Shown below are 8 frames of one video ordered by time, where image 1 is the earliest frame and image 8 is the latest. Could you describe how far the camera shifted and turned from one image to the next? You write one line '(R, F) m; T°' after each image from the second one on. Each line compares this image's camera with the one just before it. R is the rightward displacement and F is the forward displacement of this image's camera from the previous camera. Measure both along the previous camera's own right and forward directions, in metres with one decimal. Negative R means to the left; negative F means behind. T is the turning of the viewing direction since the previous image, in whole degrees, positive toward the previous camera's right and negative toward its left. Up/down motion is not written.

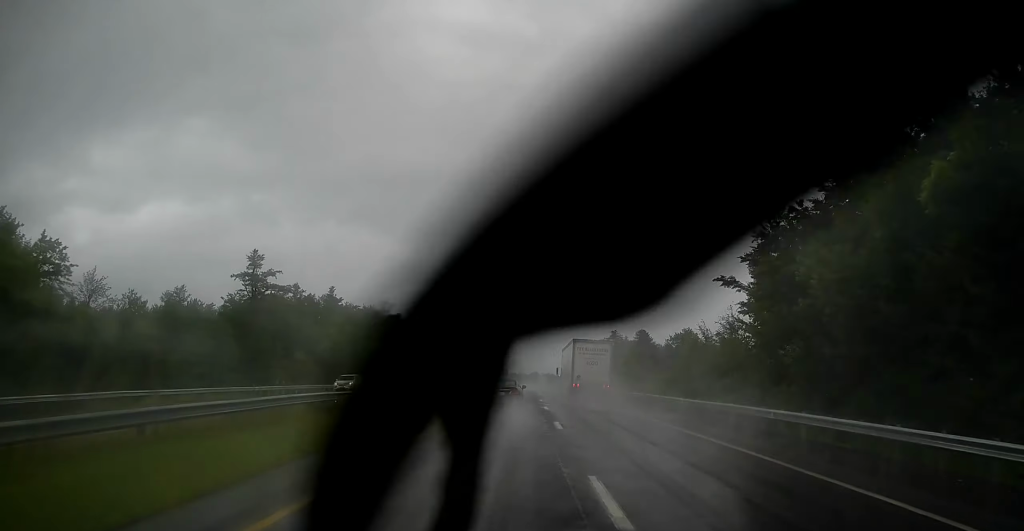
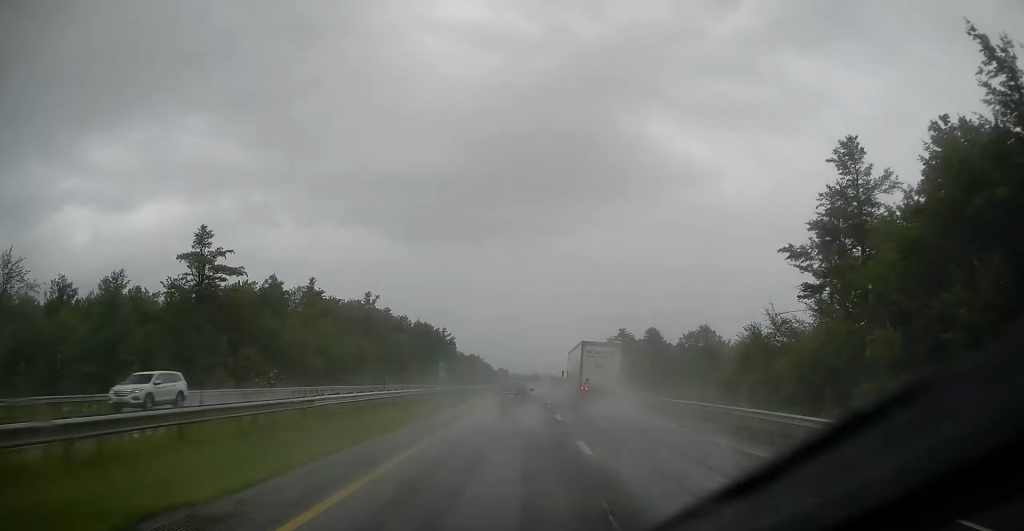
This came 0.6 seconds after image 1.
(-0.3, +17.9) m; 0°
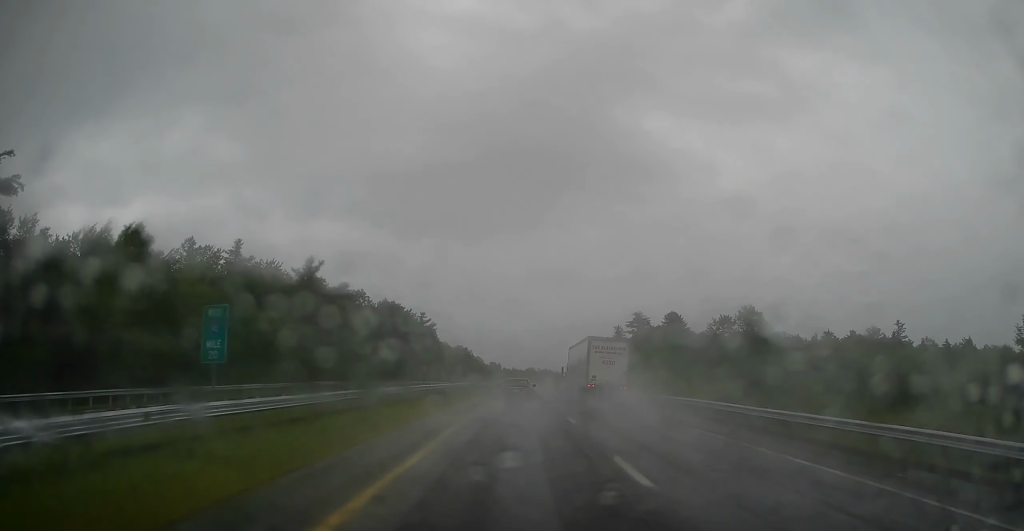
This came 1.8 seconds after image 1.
(+0.5, +40.8) m; +1°
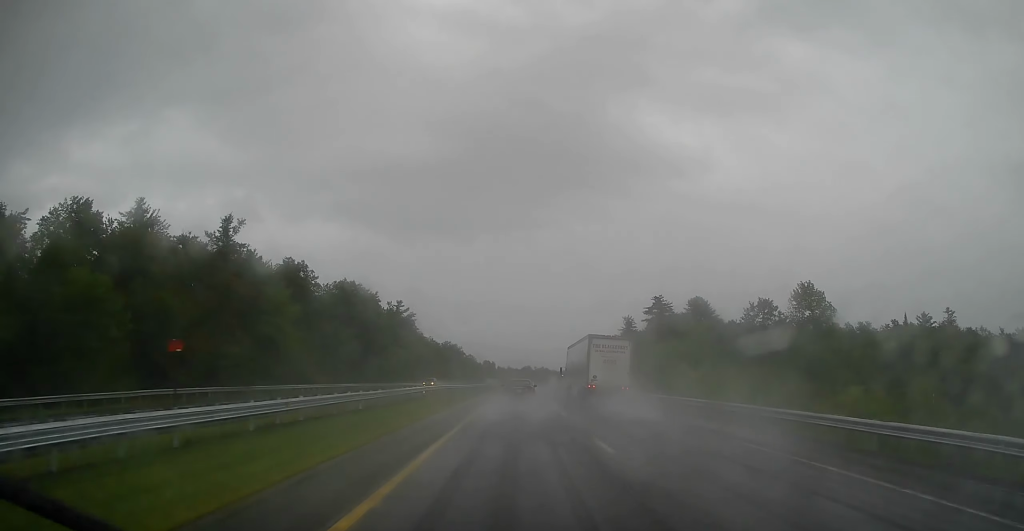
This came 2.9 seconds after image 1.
(0.0, +32.8) m; 0°
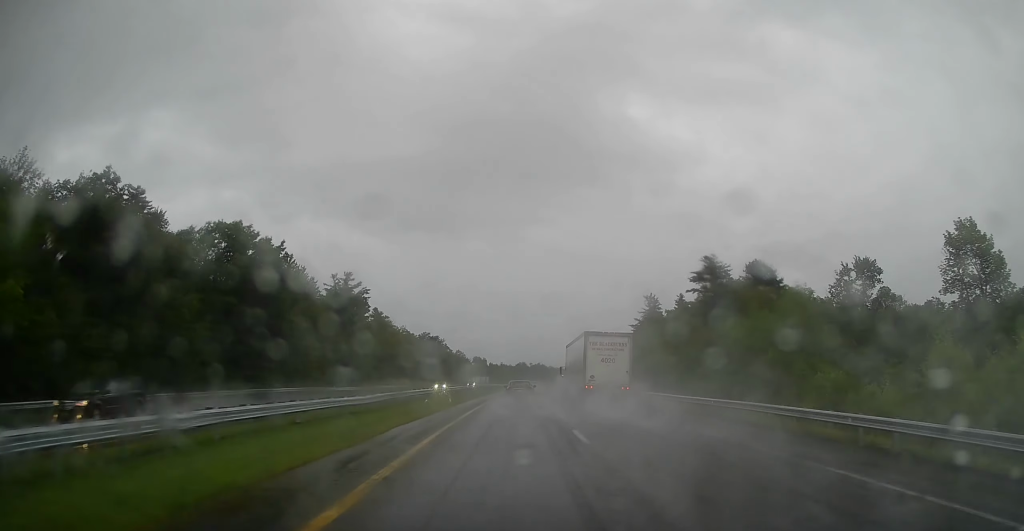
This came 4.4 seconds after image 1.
(0.0, +47.0) m; +1°
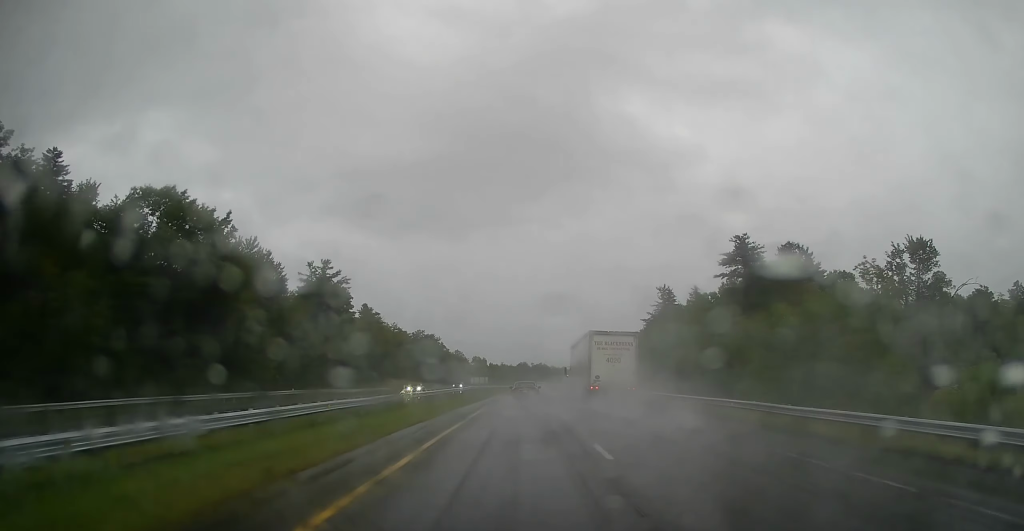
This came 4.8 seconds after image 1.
(0.0, +15.3) m; 0°
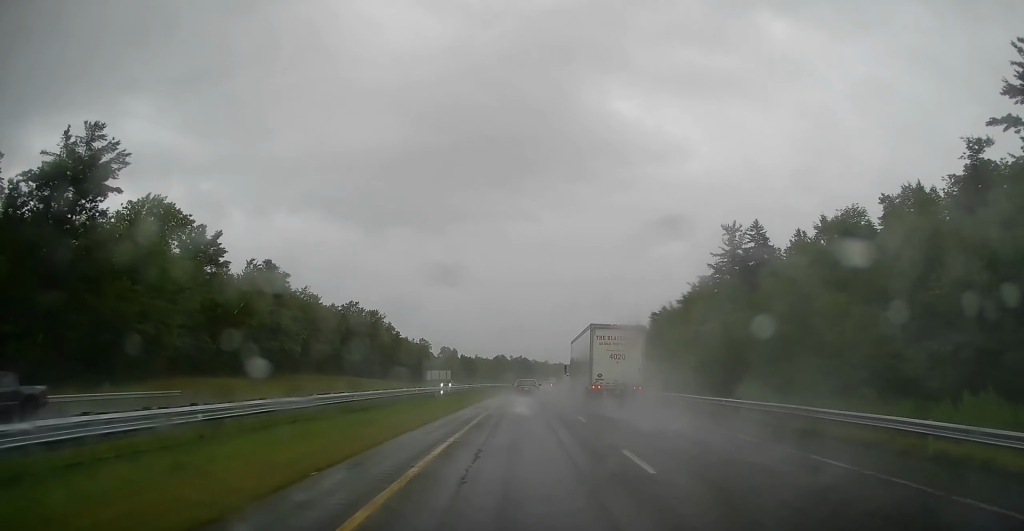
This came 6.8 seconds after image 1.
(0.0, +63.5) m; 0°
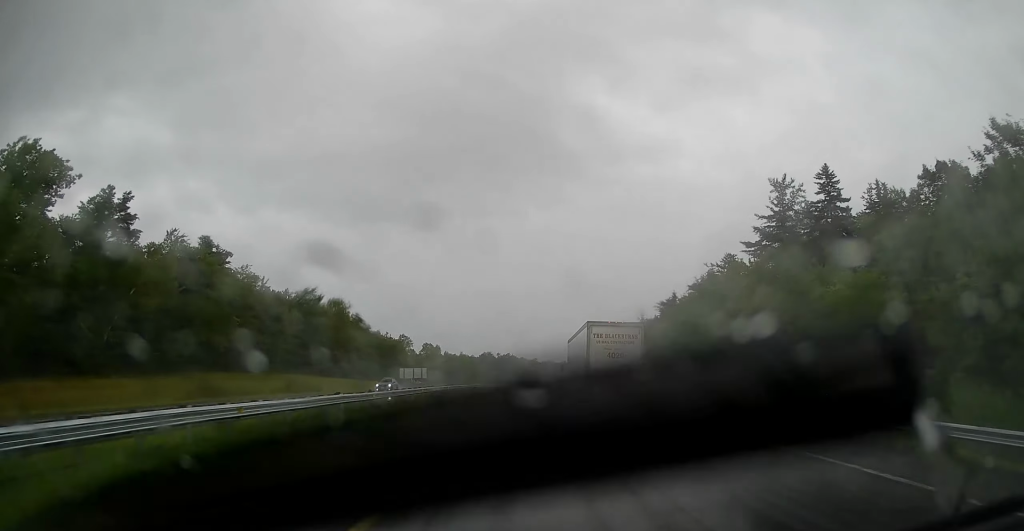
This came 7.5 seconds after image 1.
(+0.2, +23.0) m; +2°
